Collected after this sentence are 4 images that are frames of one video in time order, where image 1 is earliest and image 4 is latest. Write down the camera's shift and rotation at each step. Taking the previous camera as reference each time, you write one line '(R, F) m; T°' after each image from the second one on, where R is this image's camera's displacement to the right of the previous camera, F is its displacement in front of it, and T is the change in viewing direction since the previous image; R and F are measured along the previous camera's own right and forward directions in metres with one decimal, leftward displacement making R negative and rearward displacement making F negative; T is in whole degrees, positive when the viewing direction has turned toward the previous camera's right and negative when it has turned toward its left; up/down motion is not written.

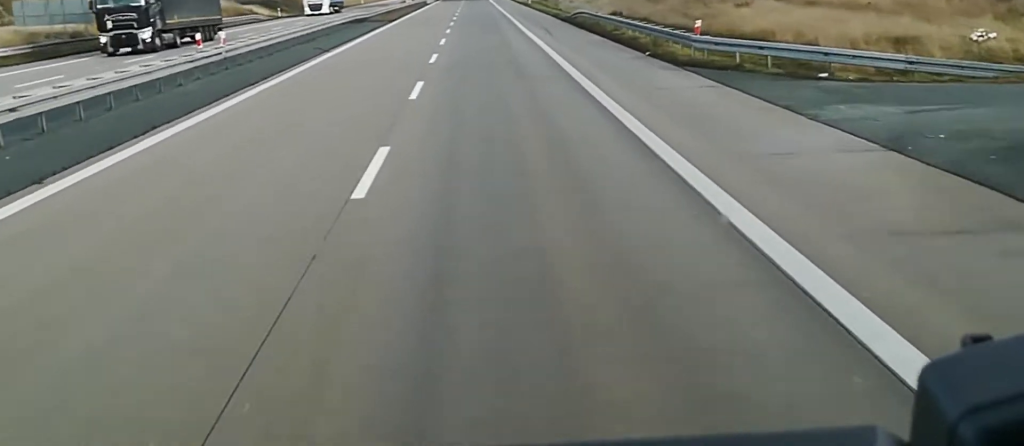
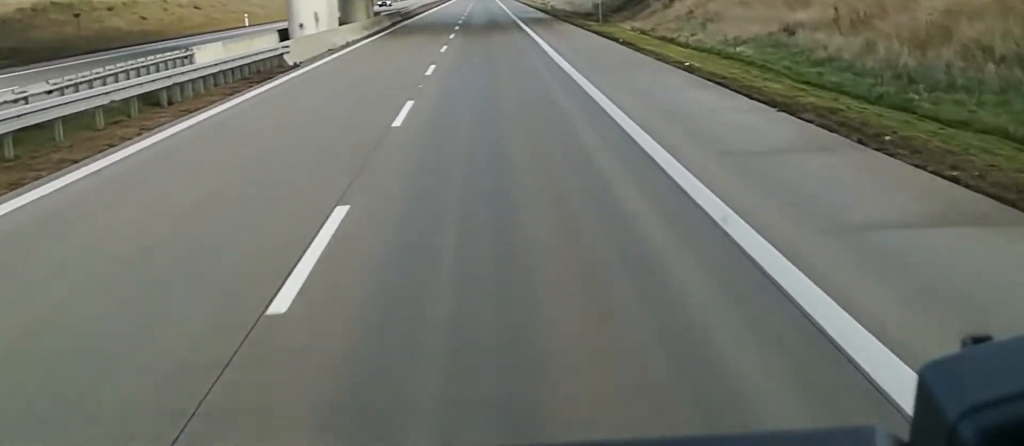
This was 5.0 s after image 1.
(-1.7, +124.6) m; 0°
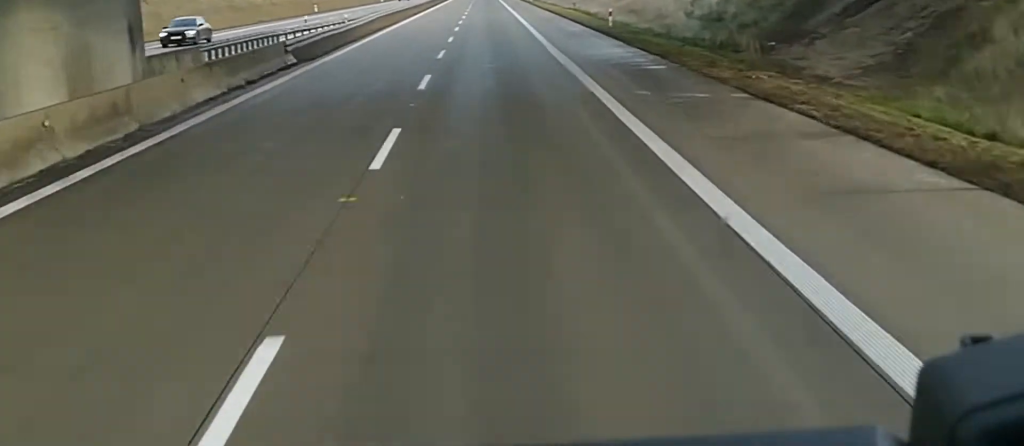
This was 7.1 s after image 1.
(-0.4, +51.7) m; 0°
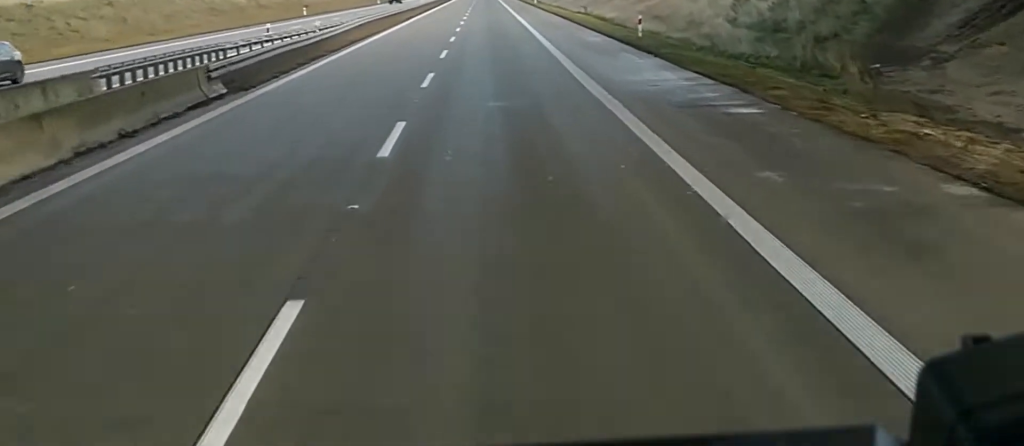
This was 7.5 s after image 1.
(-0.1, +10.9) m; +1°
